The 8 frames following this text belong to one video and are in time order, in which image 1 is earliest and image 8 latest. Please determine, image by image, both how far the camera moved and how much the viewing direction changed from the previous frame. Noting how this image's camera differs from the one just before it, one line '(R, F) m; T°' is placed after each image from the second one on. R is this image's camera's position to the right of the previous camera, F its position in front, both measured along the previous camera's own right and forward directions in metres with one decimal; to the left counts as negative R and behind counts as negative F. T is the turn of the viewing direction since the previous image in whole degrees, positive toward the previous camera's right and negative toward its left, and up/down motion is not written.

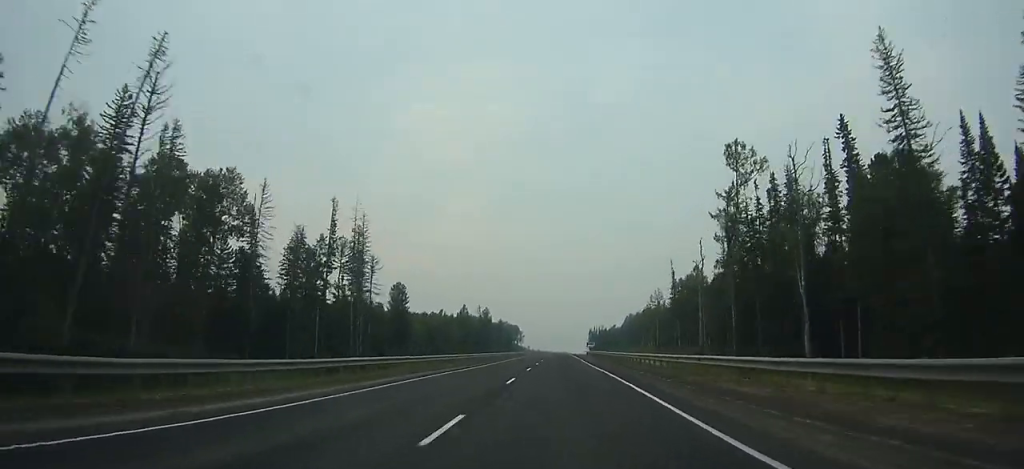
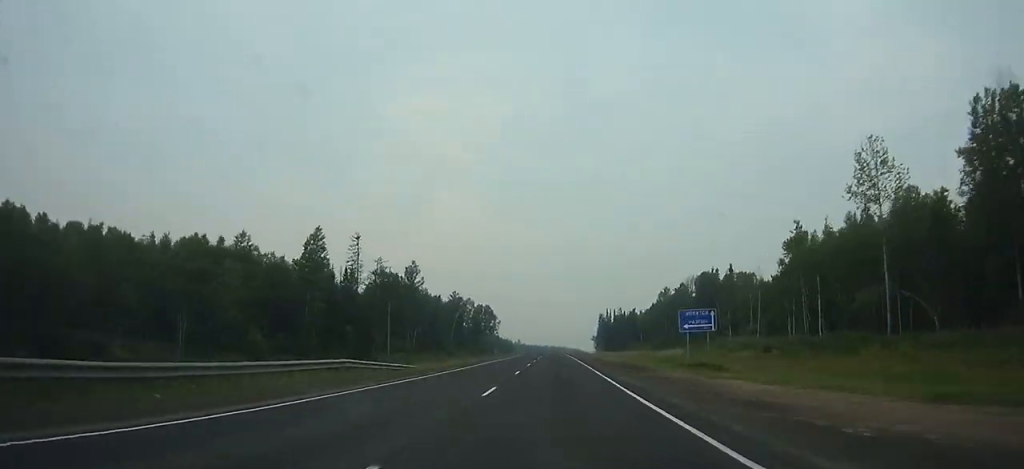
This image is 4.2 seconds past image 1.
(+0.2, +126.4) m; 0°
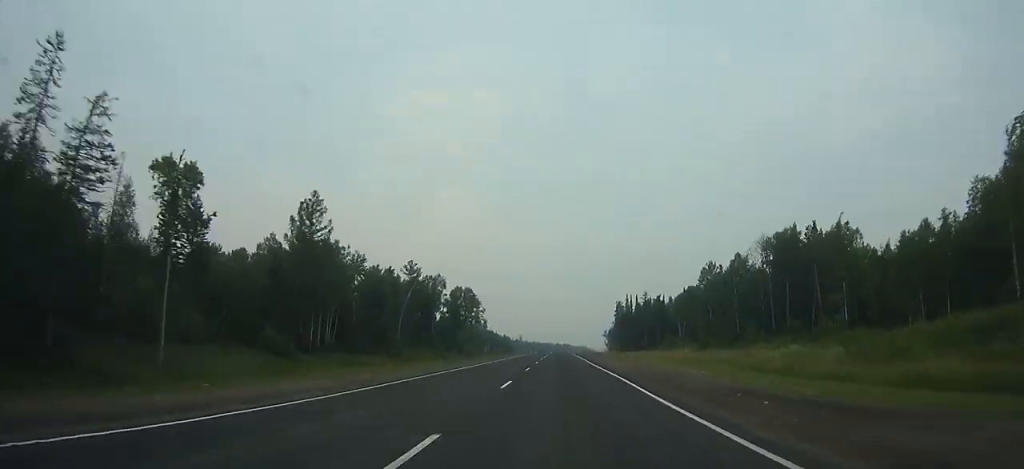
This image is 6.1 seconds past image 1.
(0.0, +55.4) m; 0°
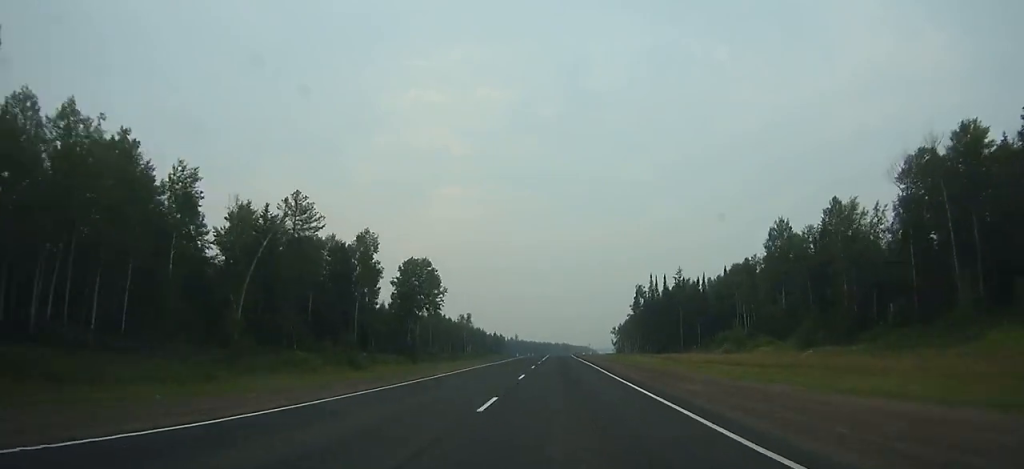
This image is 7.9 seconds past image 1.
(-0.1, +51.2) m; 0°
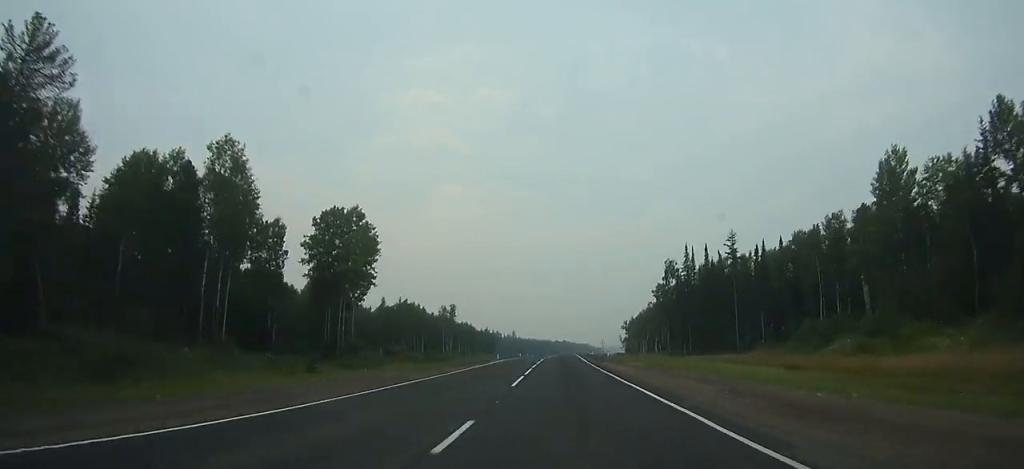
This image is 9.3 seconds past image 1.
(+0.1, +39.2) m; 0°
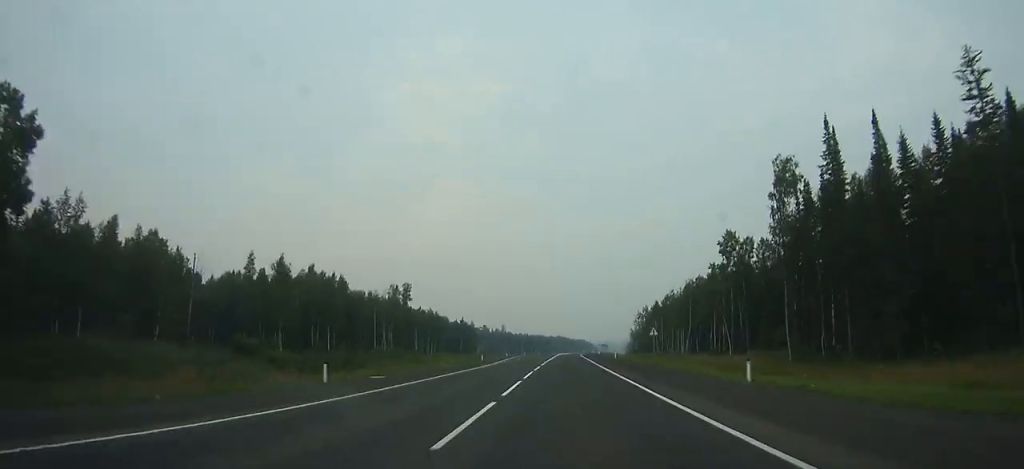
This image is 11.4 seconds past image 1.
(0.0, +58.5) m; +1°
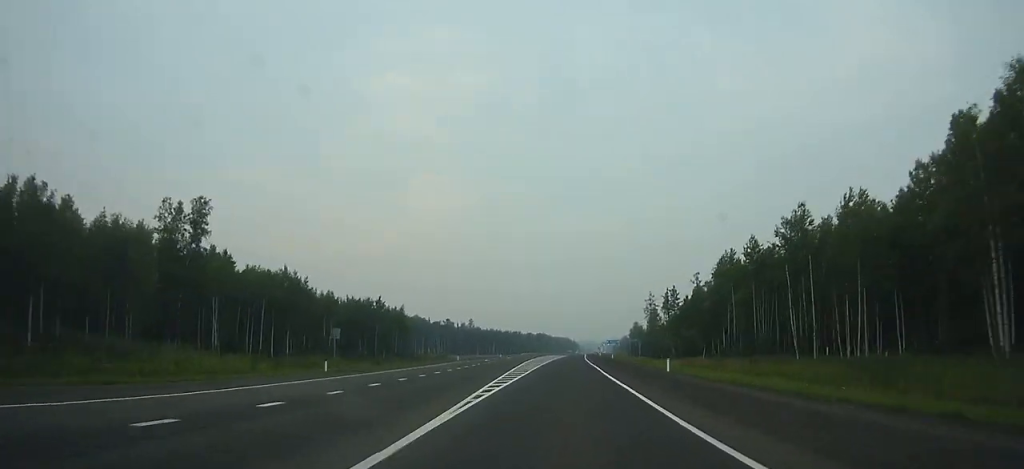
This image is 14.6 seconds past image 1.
(+0.9, +92.3) m; +2°
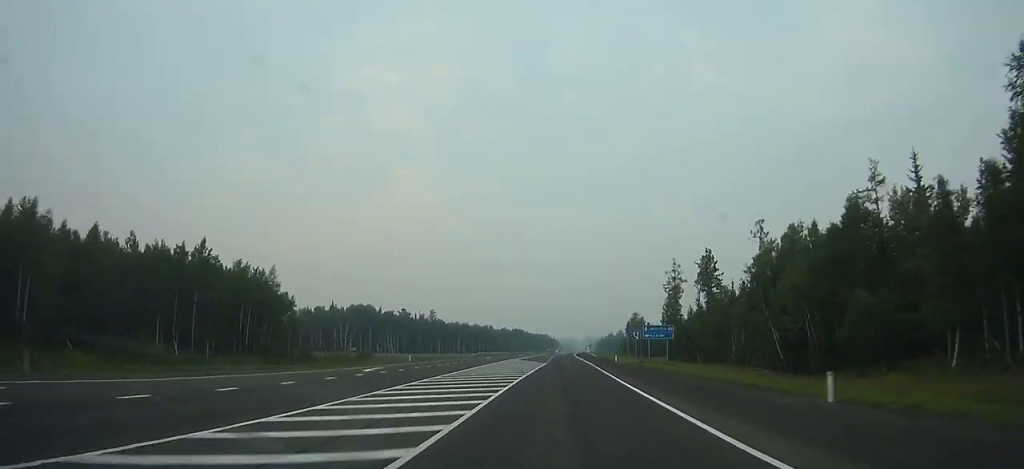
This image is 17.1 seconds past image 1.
(+1.1, +71.5) m; +2°
